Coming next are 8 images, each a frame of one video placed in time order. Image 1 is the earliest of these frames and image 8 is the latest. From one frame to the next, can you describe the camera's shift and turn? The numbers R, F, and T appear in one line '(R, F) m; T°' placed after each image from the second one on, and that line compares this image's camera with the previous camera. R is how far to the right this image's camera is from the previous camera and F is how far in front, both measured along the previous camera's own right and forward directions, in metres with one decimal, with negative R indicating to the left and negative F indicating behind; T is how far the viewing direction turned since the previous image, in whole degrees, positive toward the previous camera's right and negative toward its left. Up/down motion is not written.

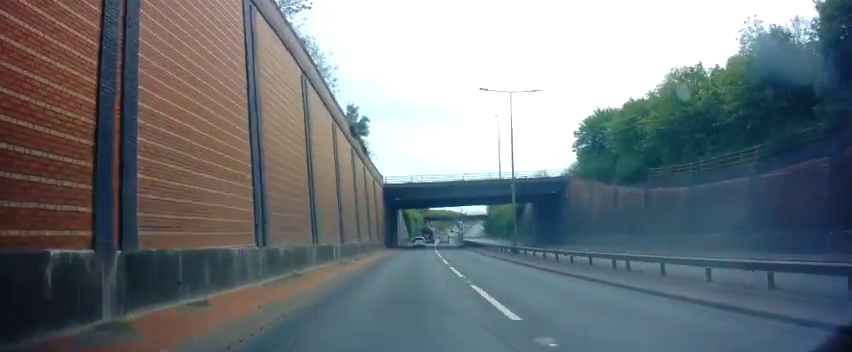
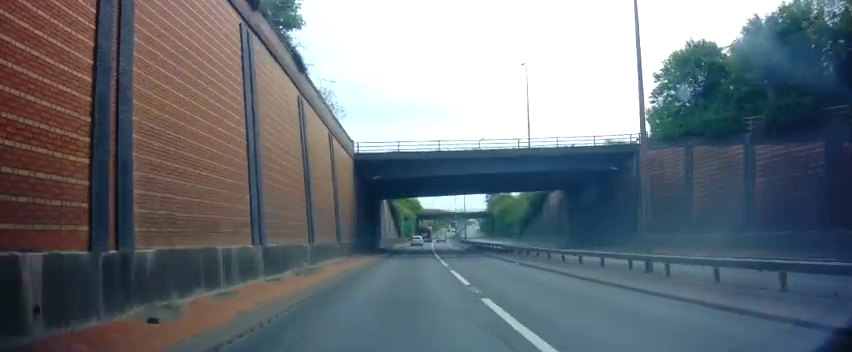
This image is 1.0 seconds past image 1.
(-0.4, +20.9) m; +1°
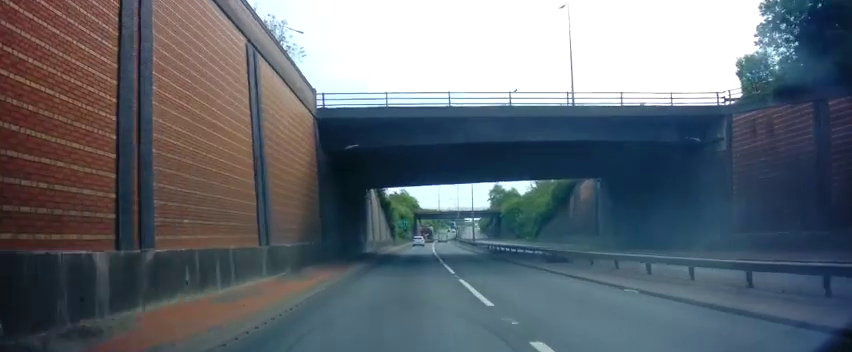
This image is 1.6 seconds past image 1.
(+0.3, +13.3) m; +2°
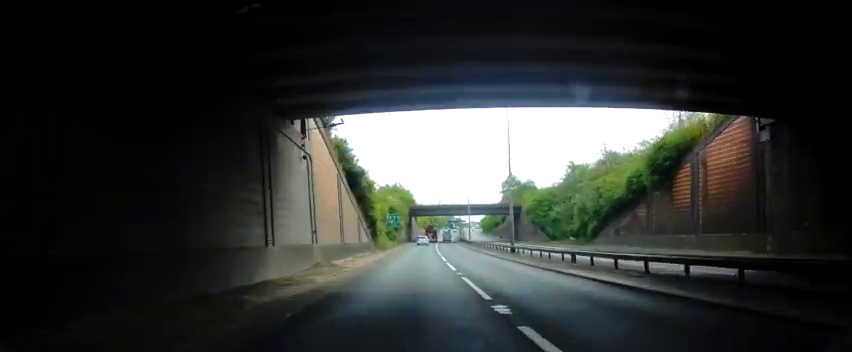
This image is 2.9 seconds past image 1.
(+0.8, +26.0) m; +1°
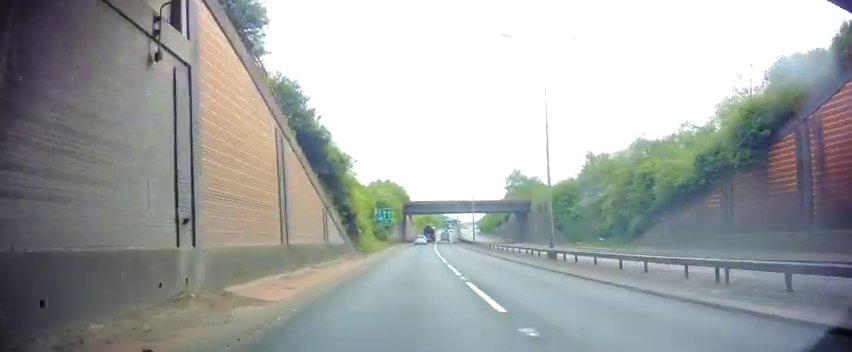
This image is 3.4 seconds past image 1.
(0.0, +11.2) m; 0°
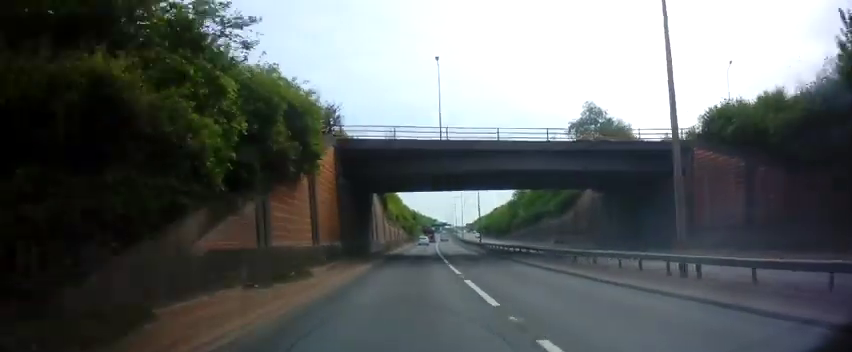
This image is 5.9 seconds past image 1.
(+0.3, +52.0) m; +2°
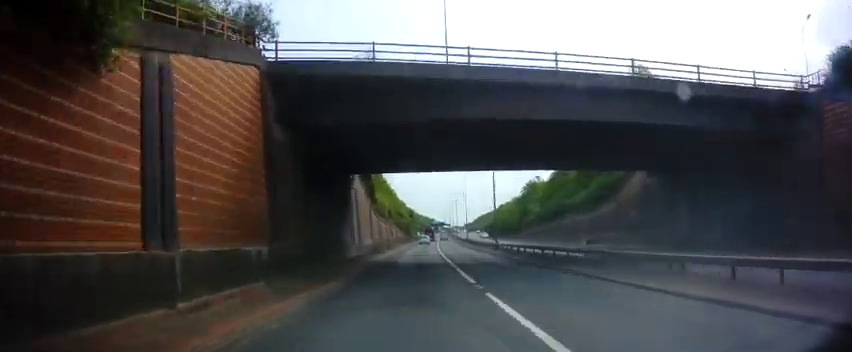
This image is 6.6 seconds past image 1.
(+0.2, +12.9) m; +1°
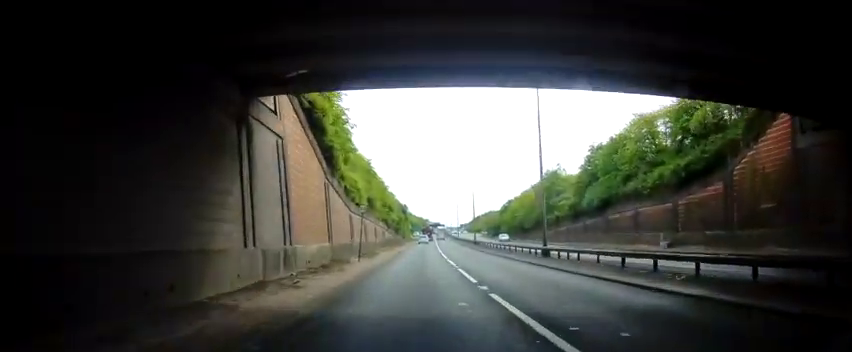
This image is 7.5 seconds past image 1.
(+0.2, +18.2) m; +1°
